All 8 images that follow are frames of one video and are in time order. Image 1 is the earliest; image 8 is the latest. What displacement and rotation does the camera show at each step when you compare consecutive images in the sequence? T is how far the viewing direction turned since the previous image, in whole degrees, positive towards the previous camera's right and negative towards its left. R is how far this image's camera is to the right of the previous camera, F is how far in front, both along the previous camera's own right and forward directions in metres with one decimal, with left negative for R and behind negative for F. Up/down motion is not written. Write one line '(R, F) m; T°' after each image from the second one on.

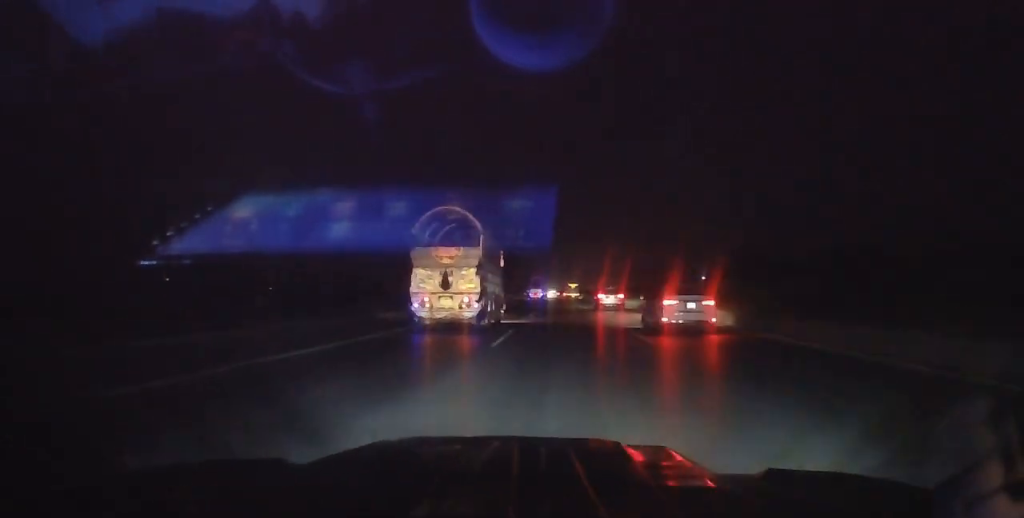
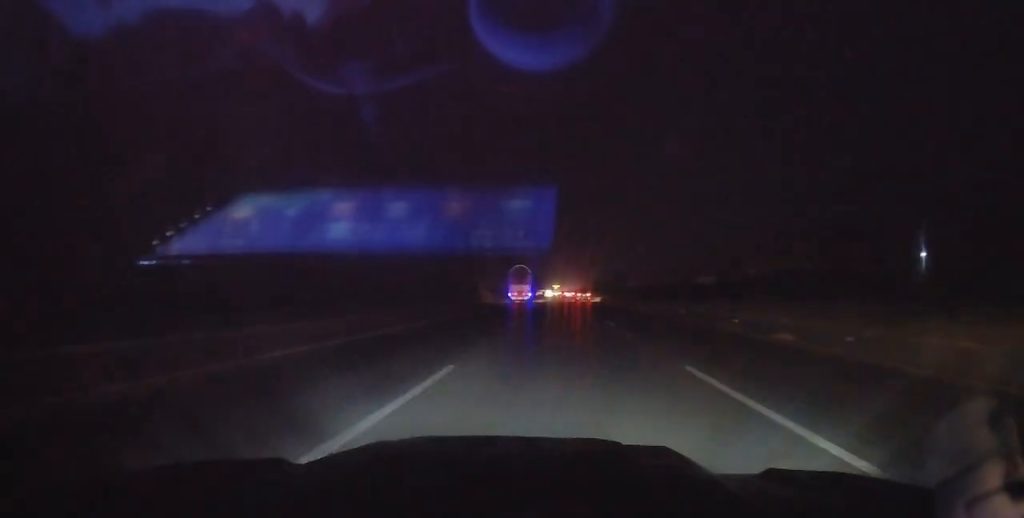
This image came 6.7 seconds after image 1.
(-1.2, +136.0) m; -1°
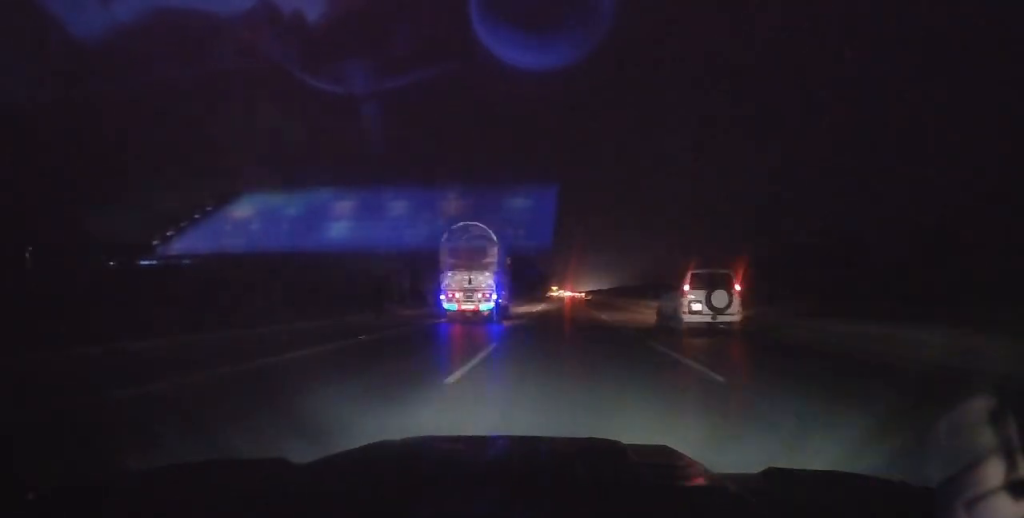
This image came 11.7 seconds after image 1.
(-1.1, +103.5) m; -1°
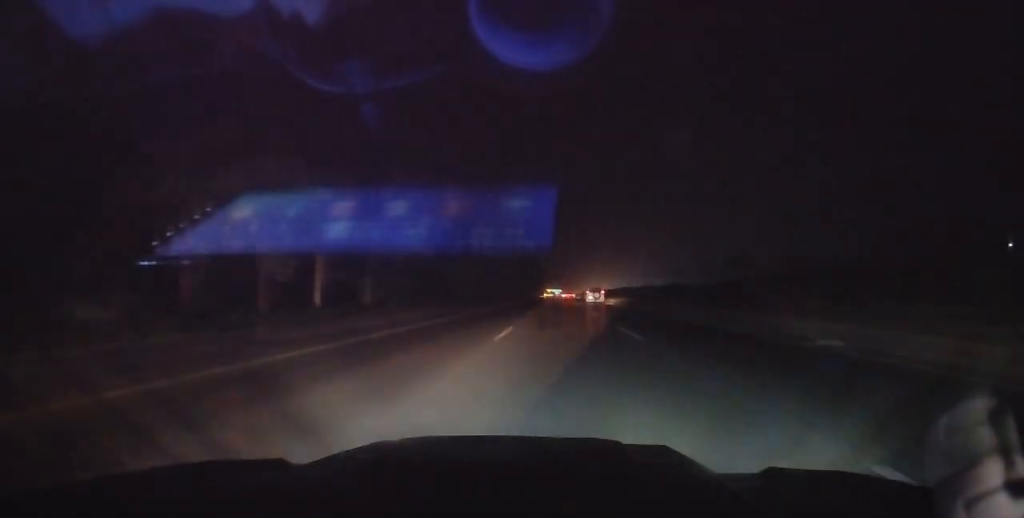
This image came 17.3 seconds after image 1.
(-0.4, +119.2) m; 0°
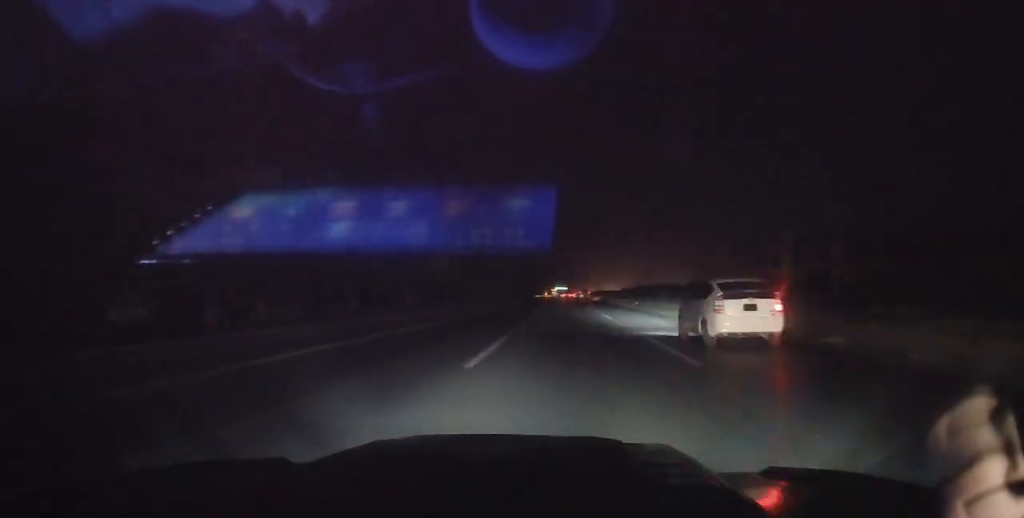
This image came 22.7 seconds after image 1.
(-0.1, +112.9) m; 0°
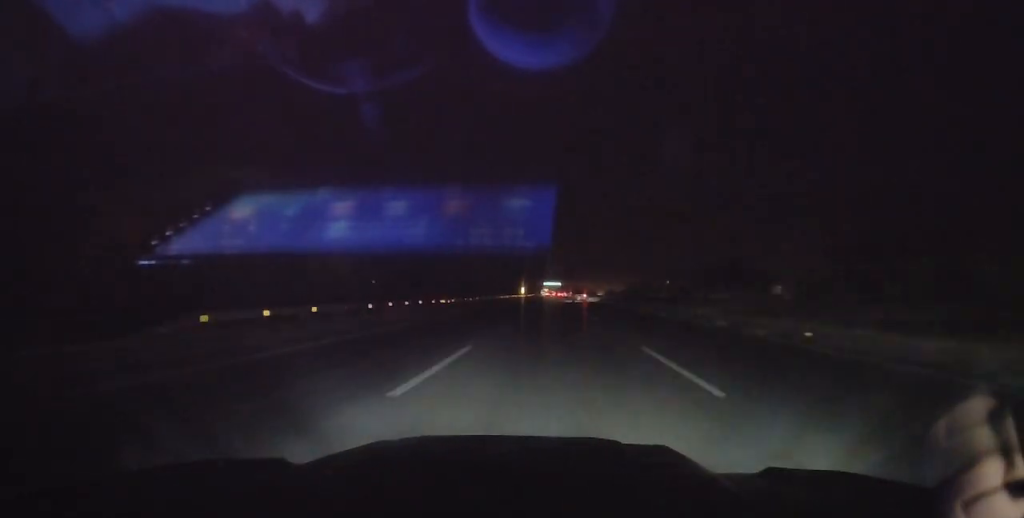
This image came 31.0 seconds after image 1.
(-0.3, +178.3) m; 0°
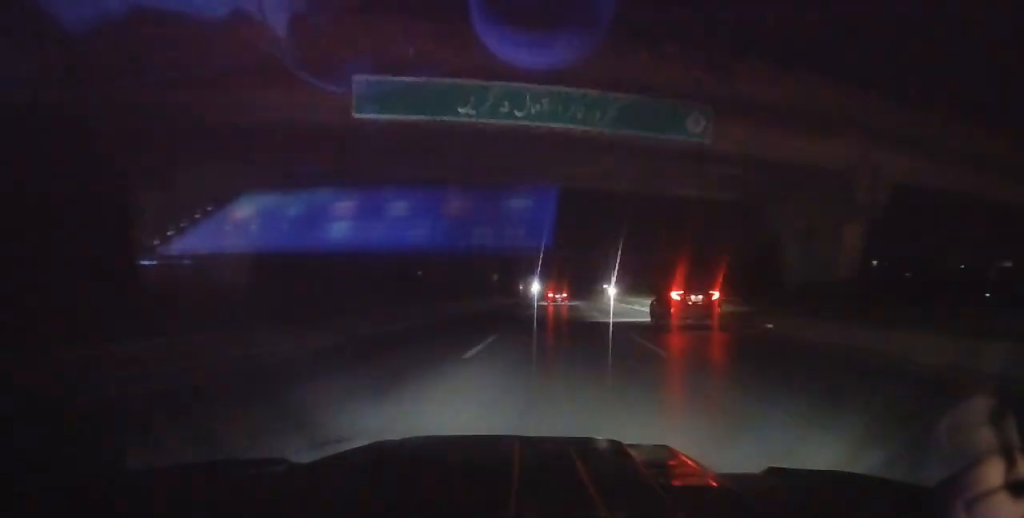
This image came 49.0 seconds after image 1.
(-0.8, +383.4) m; -2°
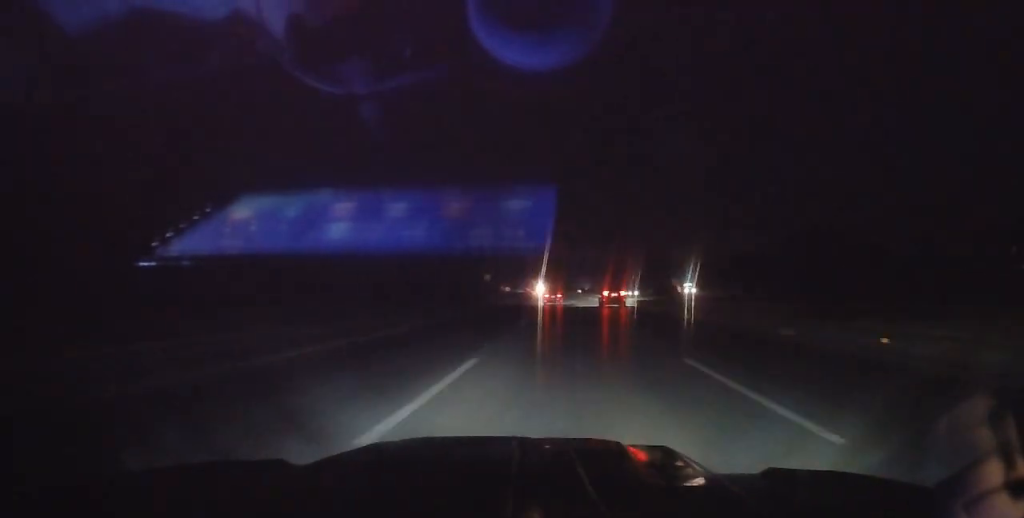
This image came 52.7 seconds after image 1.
(+1.7, +77.3) m; -1°
